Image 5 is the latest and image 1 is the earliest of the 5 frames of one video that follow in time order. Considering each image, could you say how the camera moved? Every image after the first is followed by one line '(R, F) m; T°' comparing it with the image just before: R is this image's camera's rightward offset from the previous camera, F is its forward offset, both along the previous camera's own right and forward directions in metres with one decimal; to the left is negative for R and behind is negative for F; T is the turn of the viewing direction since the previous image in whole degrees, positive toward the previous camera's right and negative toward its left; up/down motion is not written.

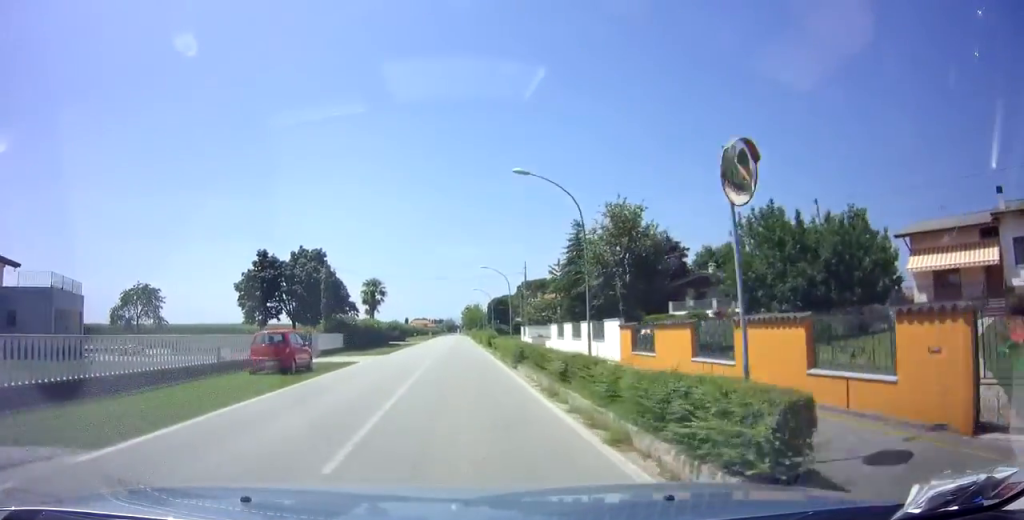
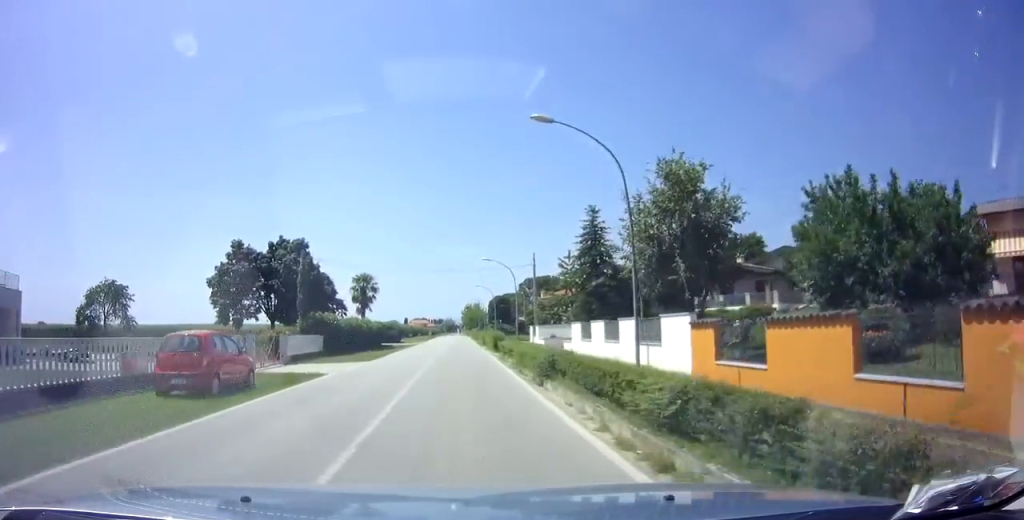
(0.0, +6.1) m; 0°
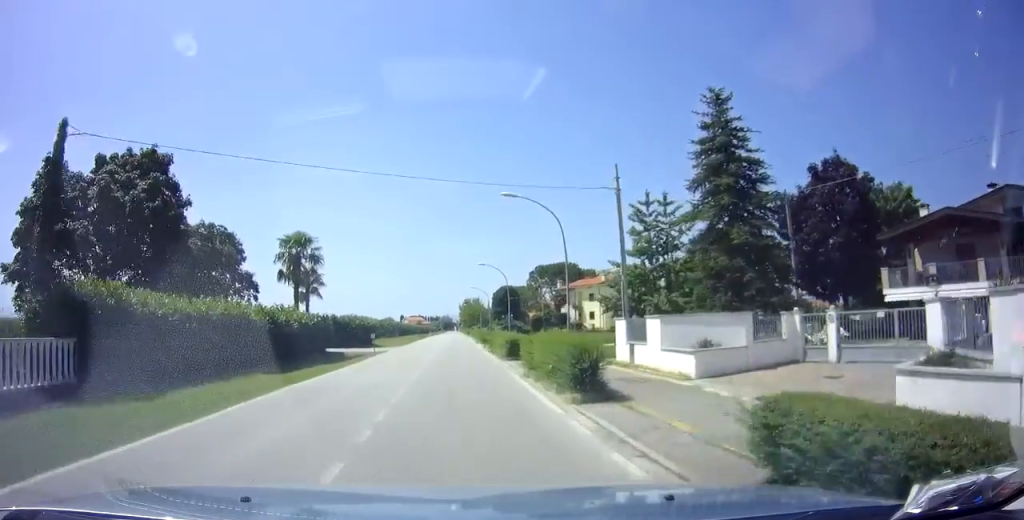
(-0.4, +23.5) m; -2°
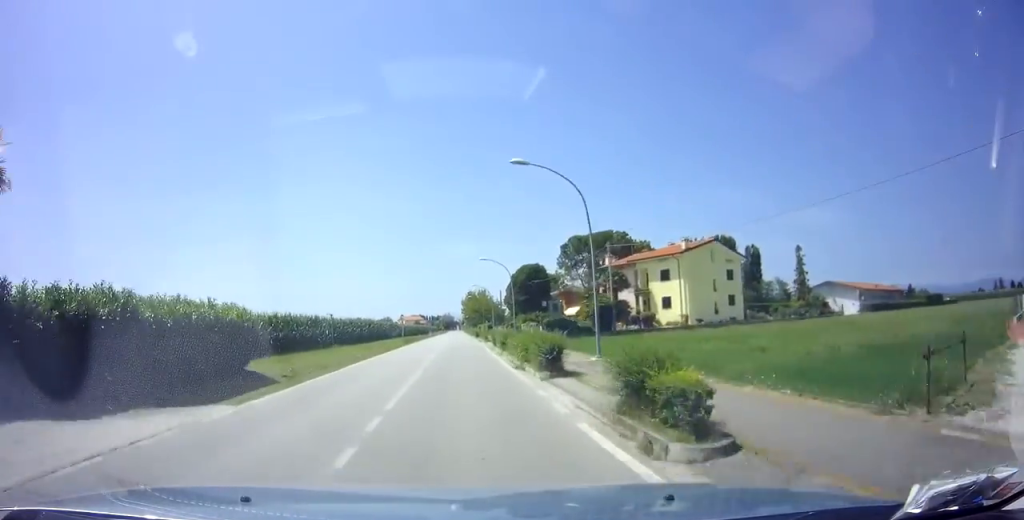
(+0.4, +33.2) m; +2°
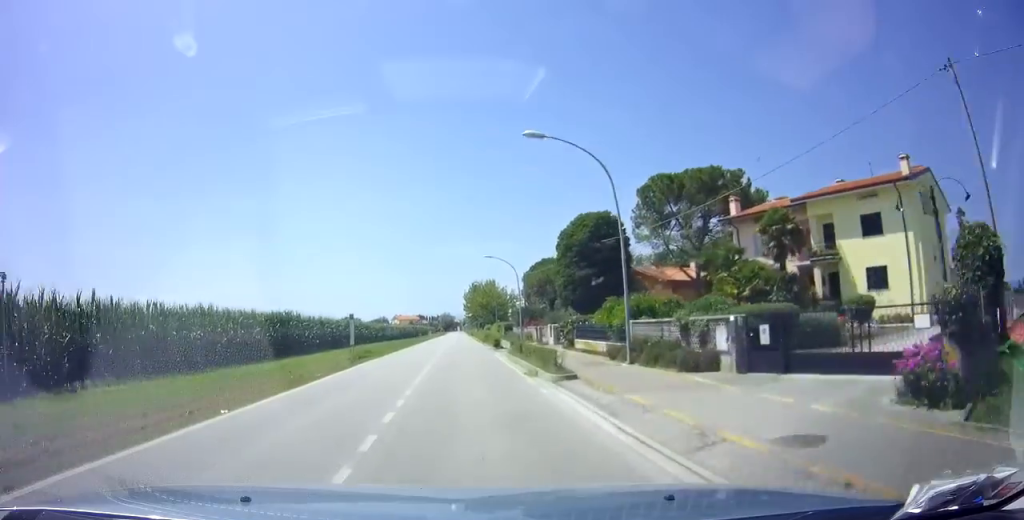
(-0.3, +34.6) m; -1°
